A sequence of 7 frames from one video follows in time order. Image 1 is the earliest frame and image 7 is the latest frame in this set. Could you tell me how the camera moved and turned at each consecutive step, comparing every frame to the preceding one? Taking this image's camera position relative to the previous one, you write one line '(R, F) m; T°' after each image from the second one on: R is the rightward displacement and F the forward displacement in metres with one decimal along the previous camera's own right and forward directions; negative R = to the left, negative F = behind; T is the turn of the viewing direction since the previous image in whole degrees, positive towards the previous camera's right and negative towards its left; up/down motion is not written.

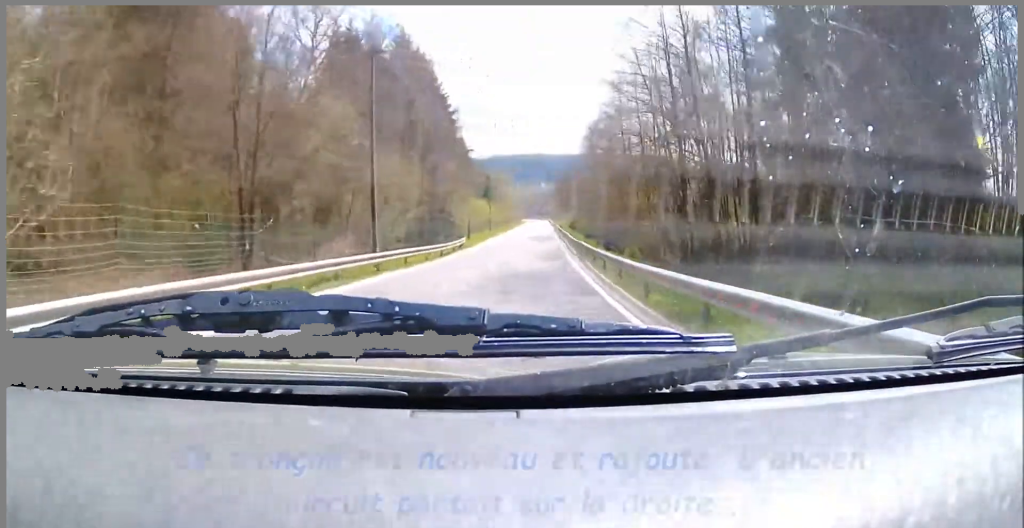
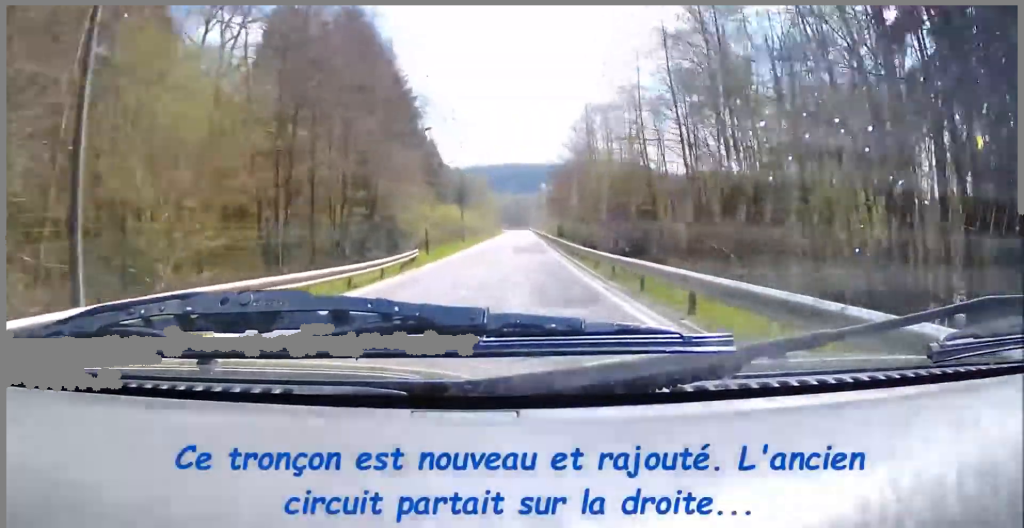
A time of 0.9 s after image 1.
(+0.2, +12.9) m; +3°
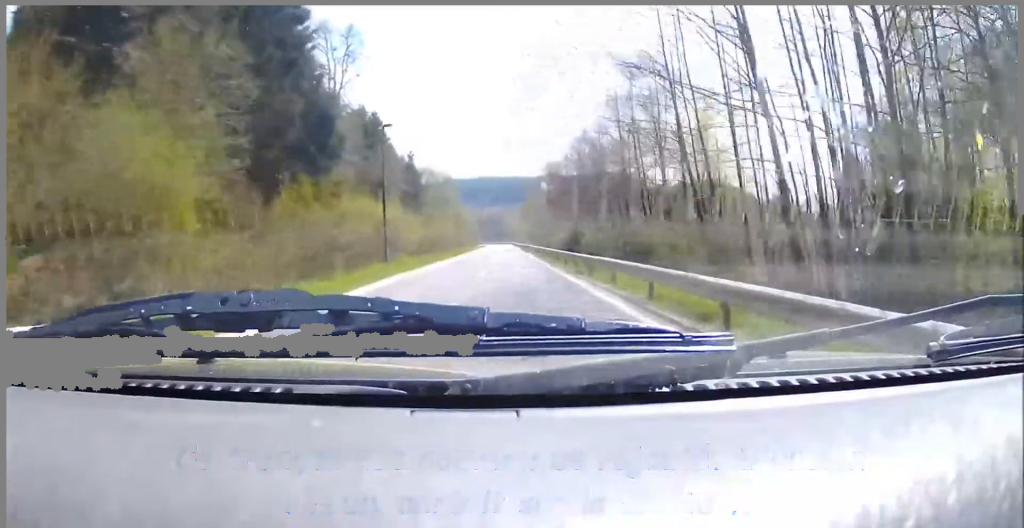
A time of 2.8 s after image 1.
(+2.6, +30.5) m; +11°
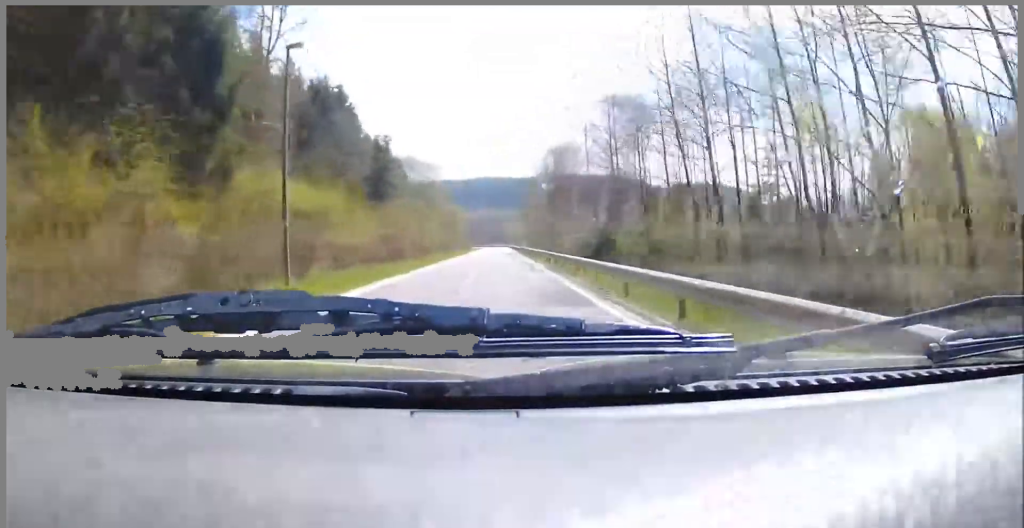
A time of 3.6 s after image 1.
(+0.6, +13.8) m; +4°
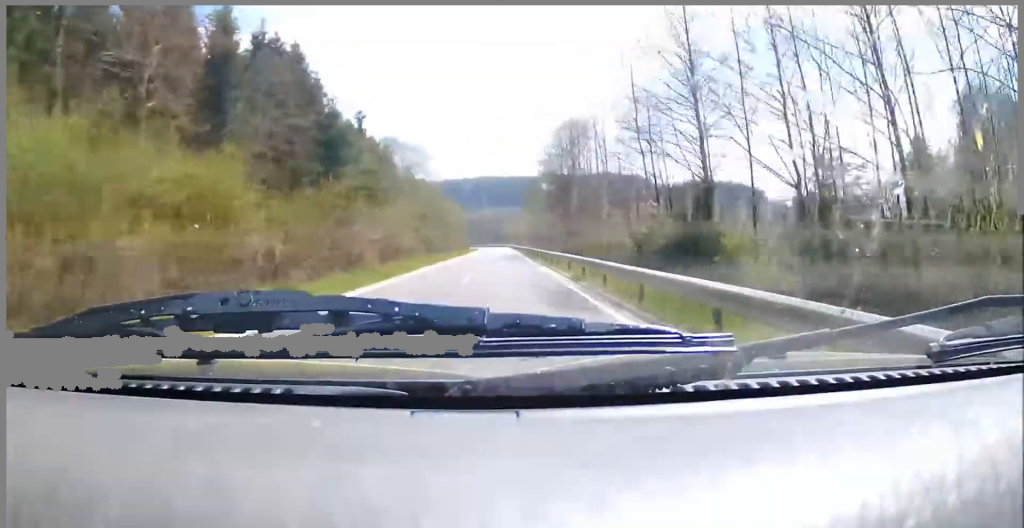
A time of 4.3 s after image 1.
(+0.5, +13.5) m; +5°
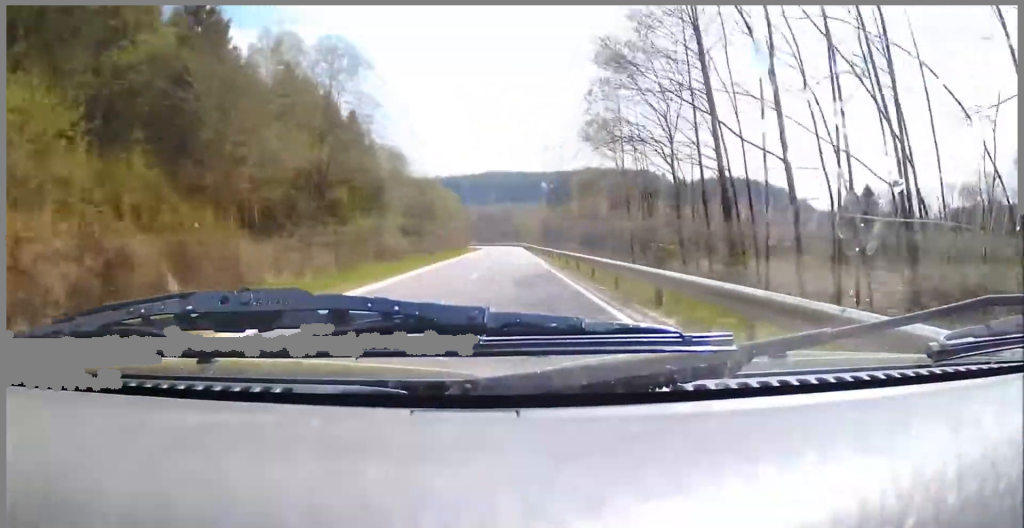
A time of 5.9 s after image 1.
(+3.2, +33.5) m; +7°
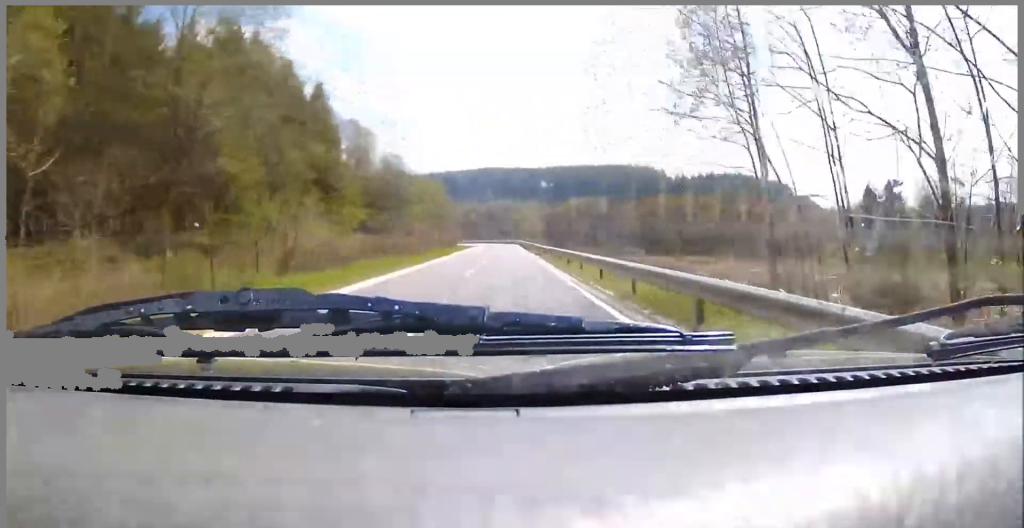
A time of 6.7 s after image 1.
(-0.2, +15.8) m; -1°
